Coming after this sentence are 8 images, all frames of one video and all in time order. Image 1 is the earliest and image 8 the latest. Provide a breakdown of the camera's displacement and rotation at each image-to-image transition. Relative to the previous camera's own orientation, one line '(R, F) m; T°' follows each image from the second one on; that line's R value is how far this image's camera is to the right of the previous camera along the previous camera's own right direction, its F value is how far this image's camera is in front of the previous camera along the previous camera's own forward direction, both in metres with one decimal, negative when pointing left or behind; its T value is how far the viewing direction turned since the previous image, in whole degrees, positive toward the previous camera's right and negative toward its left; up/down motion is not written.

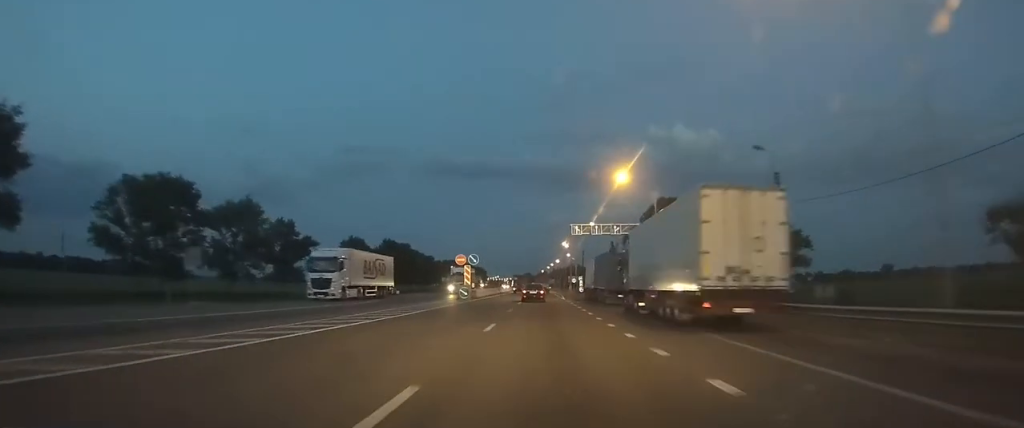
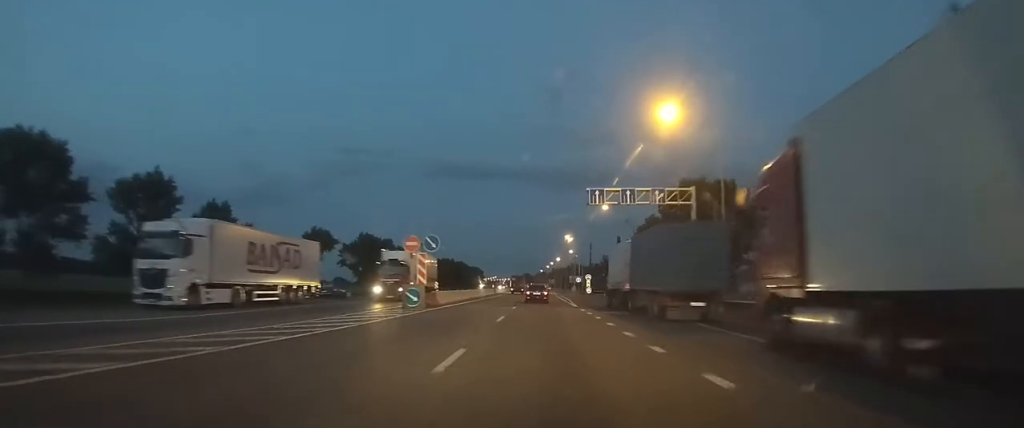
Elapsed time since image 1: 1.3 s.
(+0.1, +19.9) m; +1°
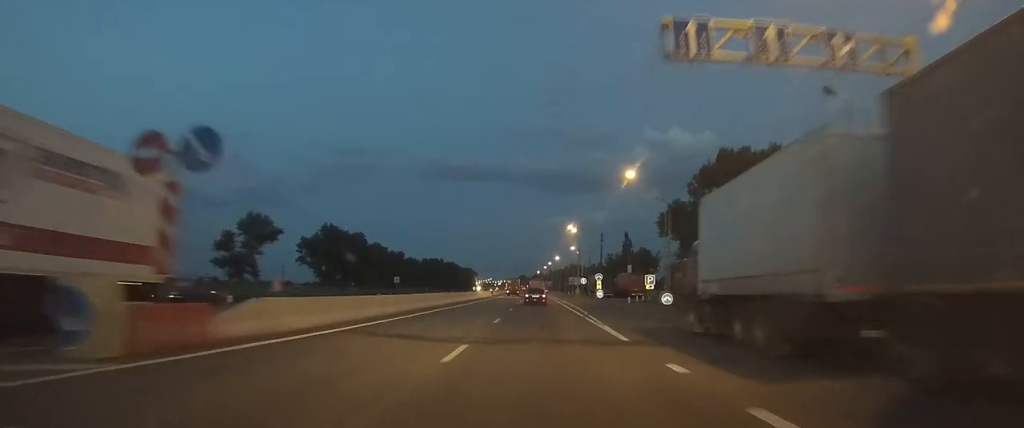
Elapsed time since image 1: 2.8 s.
(+0.2, +23.2) m; +1°
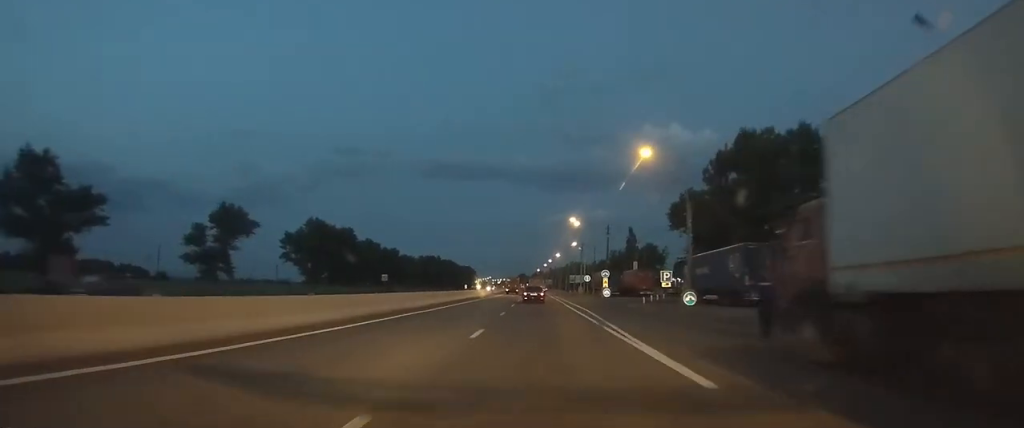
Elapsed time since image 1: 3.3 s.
(0.0, +7.9) m; +1°
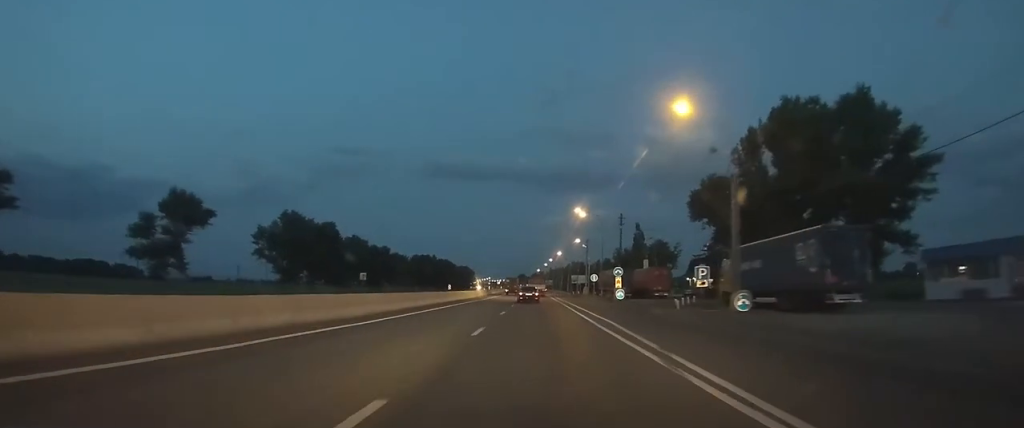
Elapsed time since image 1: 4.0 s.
(+0.2, +11.8) m; +1°
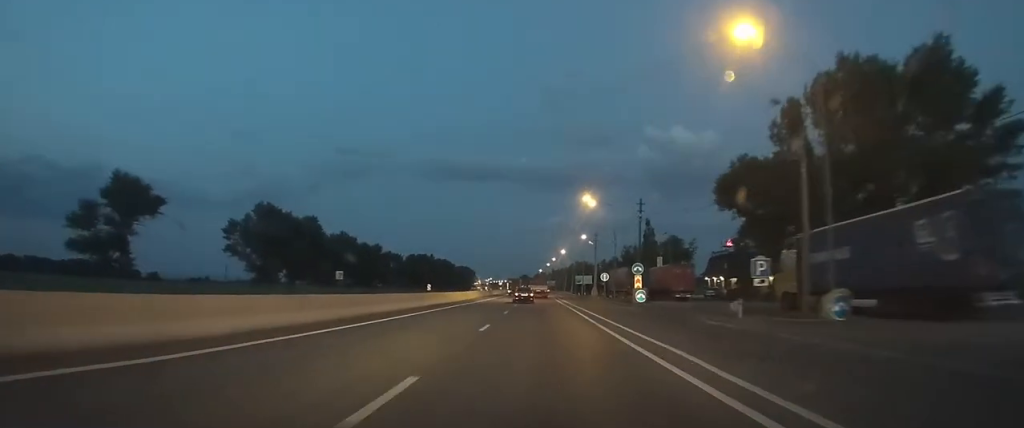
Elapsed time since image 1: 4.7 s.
(0.0, +10.9) m; -1°
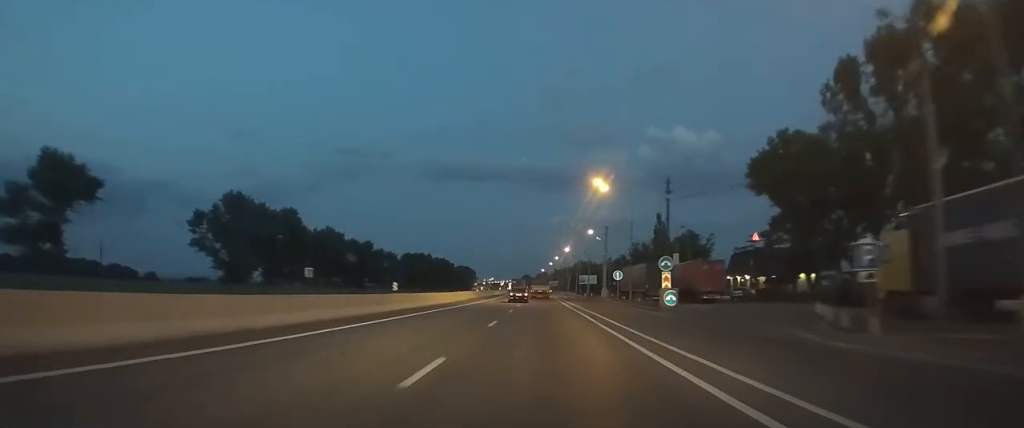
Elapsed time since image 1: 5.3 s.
(0.0, +10.4) m; 0°
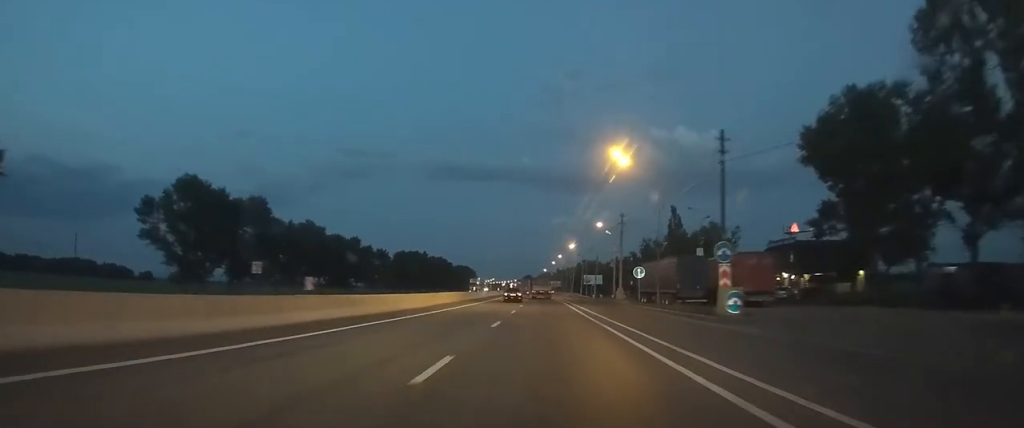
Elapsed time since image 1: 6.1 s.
(-0.1, +12.1) m; 0°
